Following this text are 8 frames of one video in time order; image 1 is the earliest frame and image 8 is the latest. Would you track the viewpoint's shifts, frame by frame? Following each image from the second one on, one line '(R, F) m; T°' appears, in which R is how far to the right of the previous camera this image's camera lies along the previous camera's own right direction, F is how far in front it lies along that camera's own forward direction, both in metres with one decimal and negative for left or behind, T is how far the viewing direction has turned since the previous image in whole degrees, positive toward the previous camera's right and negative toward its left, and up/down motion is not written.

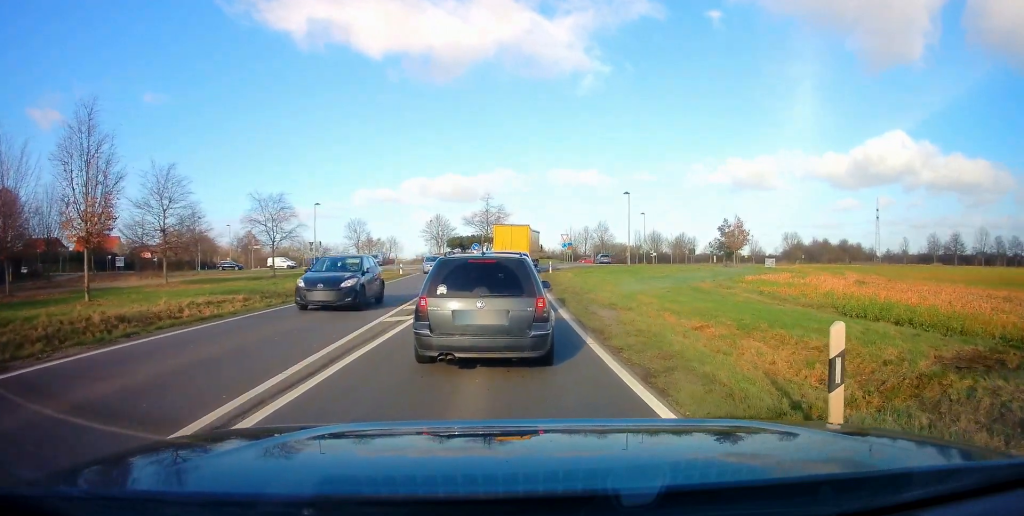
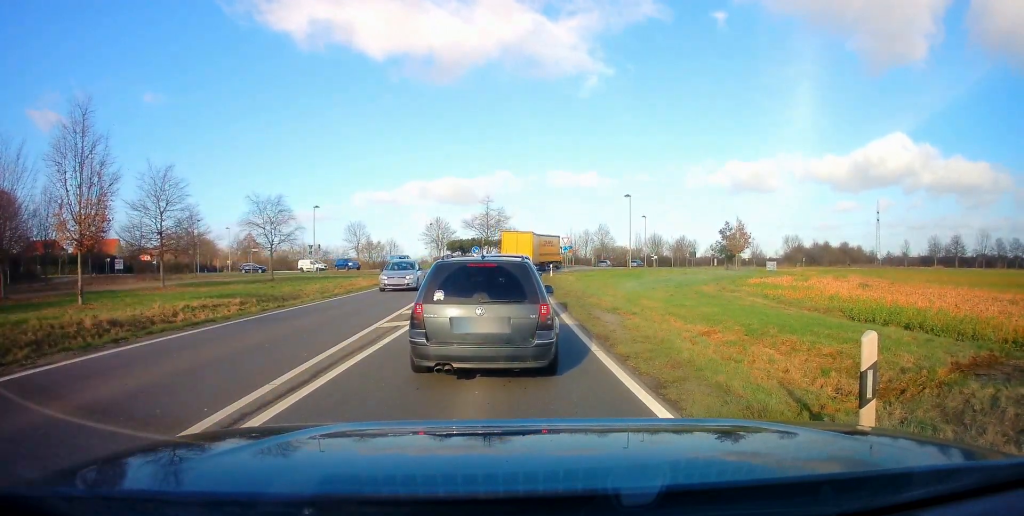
(0.0, +0.9) m; 0°
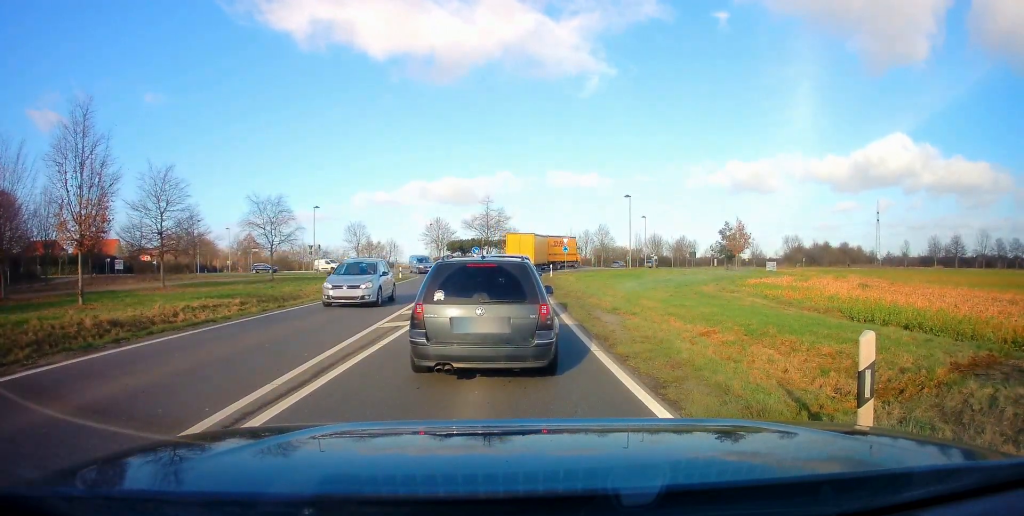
(0.0, 0.0) m; 0°
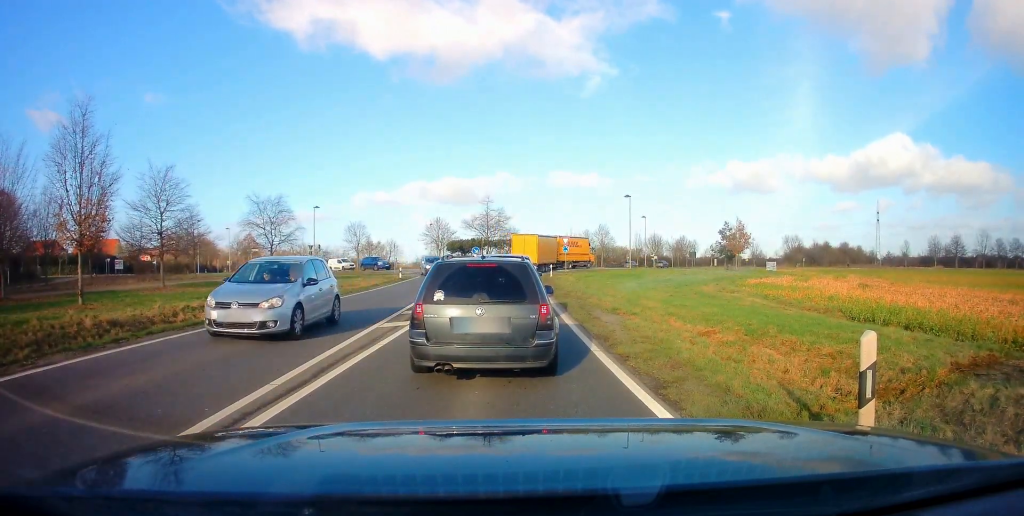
(0.0, 0.0) m; 0°
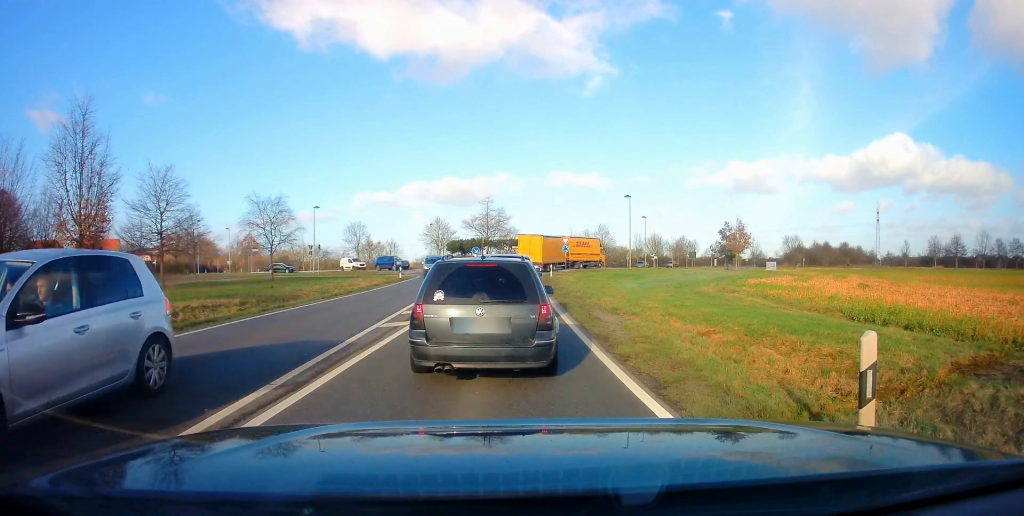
(0.0, 0.0) m; 0°
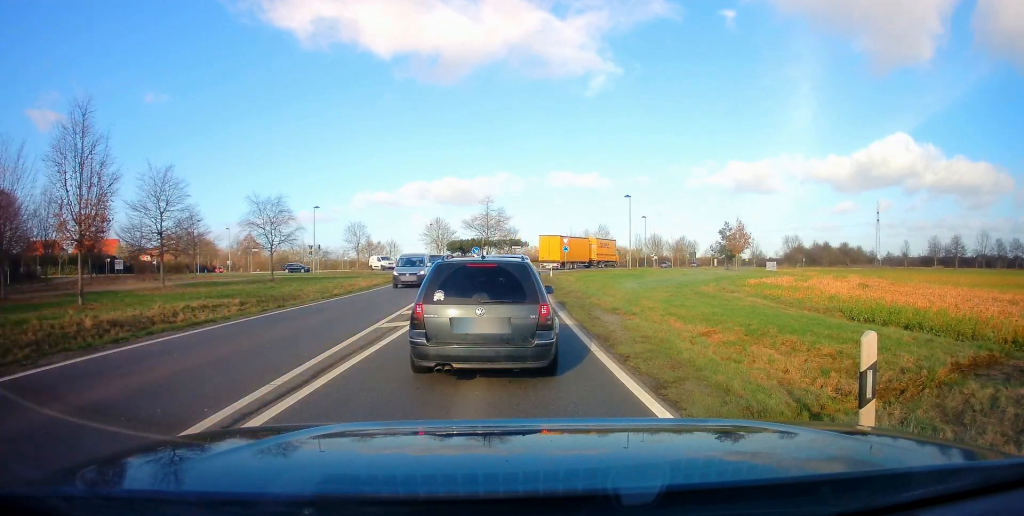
(0.0, 0.0) m; 0°
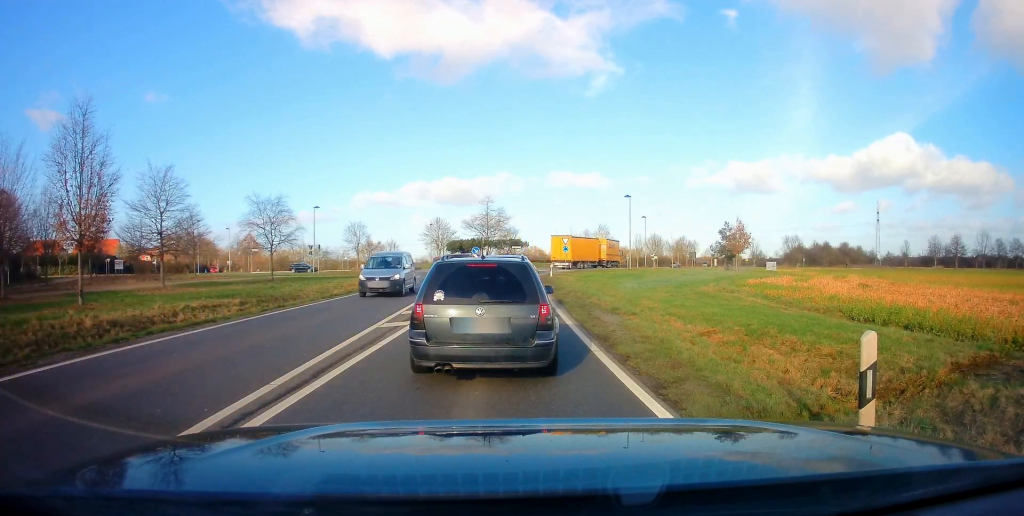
(0.0, 0.0) m; 0°
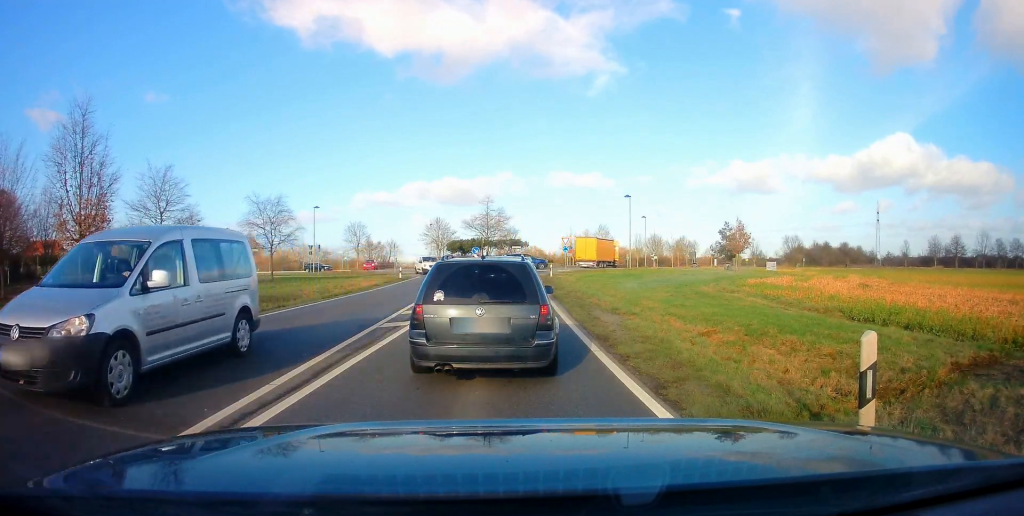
(0.0, 0.0) m; 0°
